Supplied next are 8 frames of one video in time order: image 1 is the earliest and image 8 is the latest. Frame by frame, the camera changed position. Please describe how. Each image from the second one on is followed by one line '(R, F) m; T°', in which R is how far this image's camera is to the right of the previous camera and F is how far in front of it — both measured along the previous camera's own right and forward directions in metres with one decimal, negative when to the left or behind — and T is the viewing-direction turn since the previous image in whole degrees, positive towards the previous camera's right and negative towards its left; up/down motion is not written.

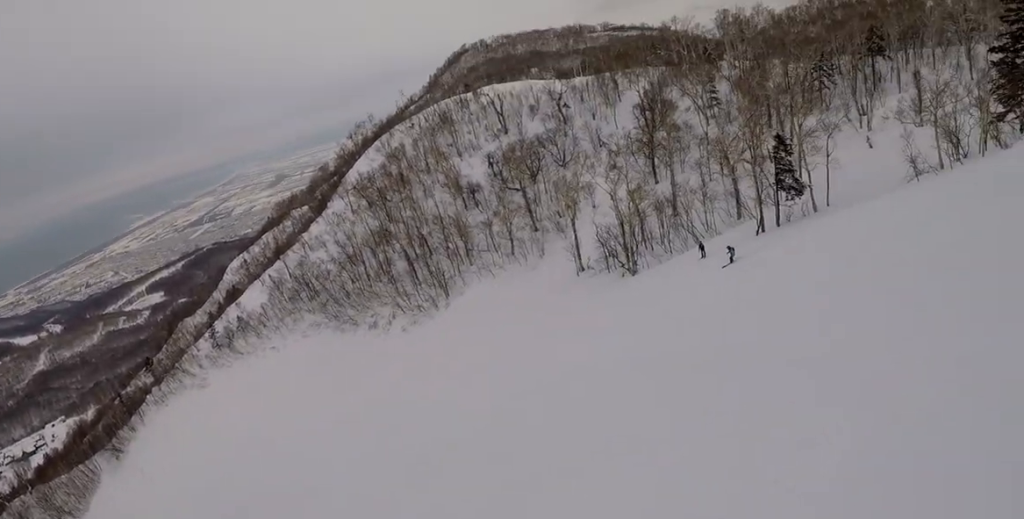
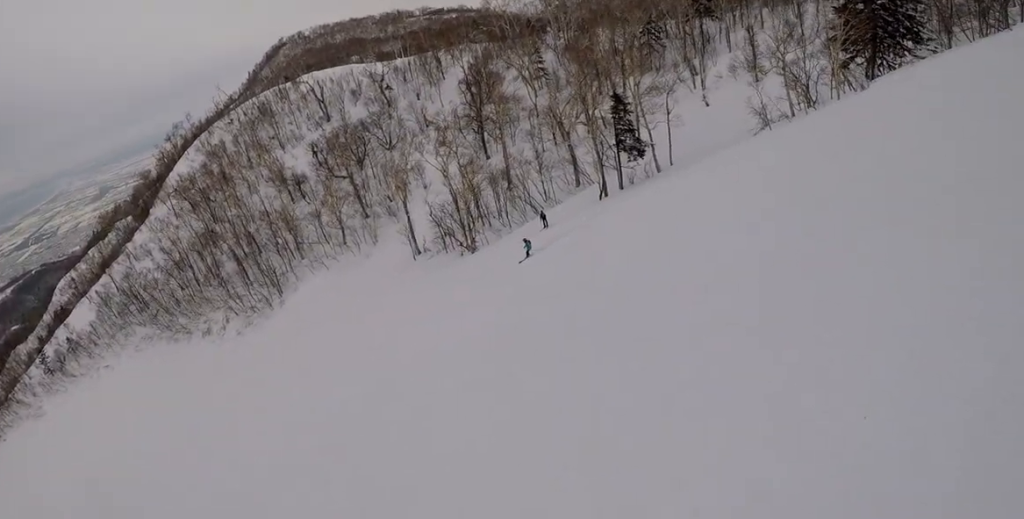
(+0.7, +3.3) m; +22°
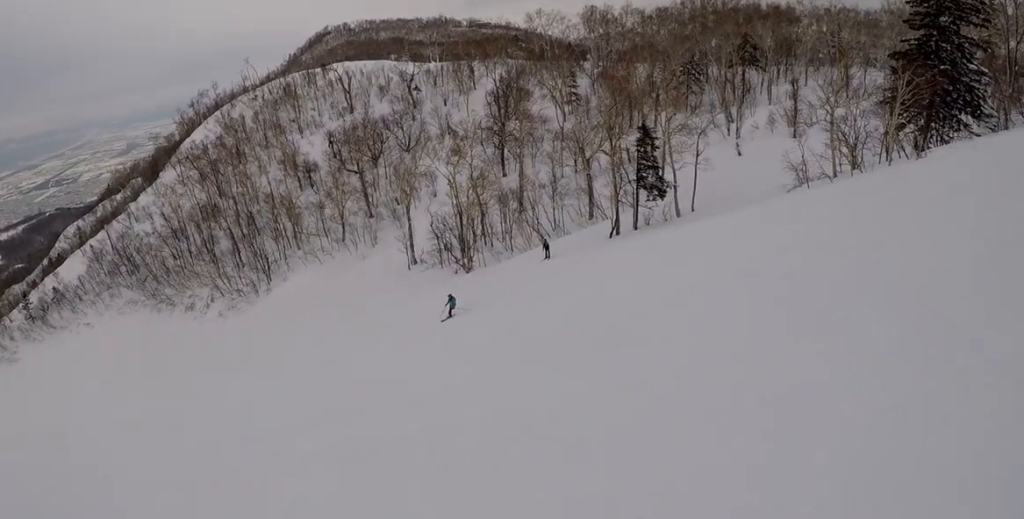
(+1.2, +4.4) m; +28°
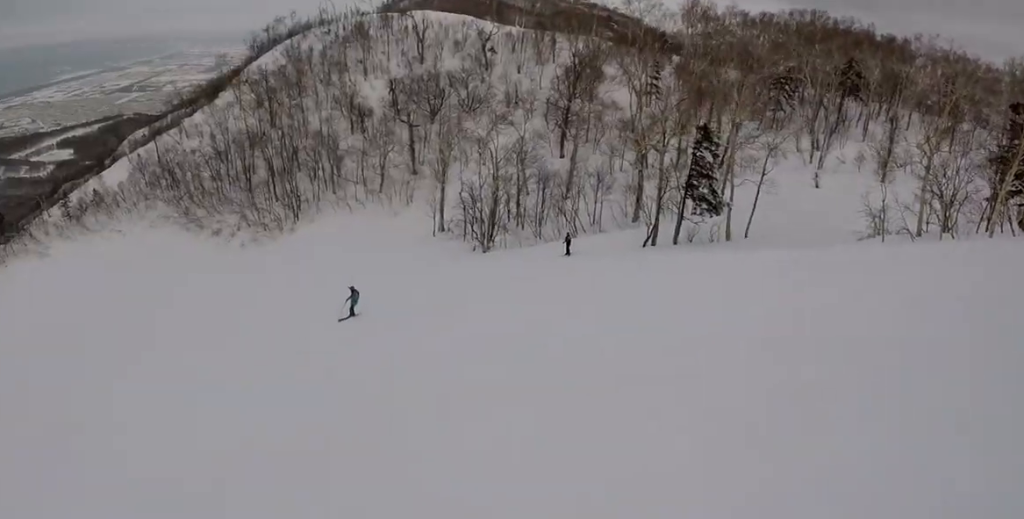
(+2.4, +7.6) m; +12°
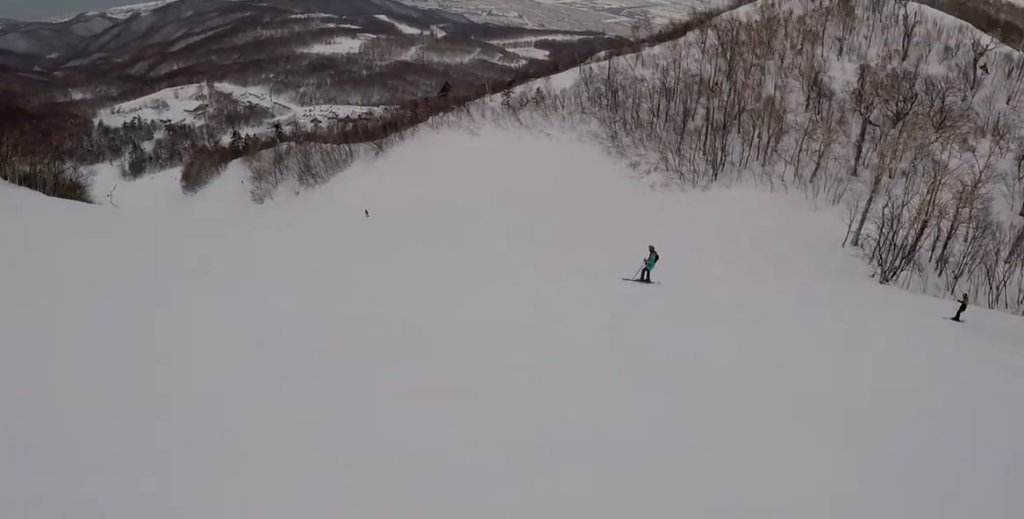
(-2.0, +6.3) m; -42°
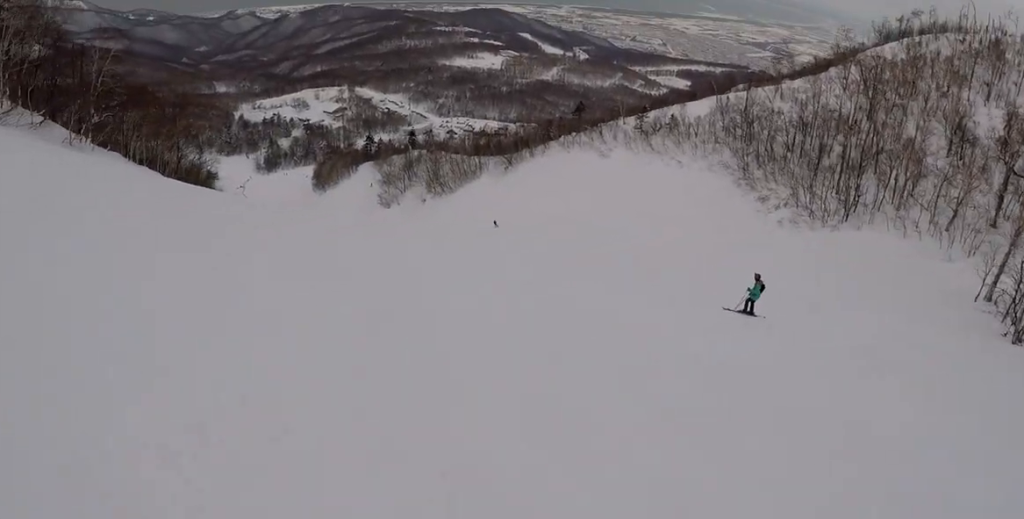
(-0.4, +2.1) m; -18°
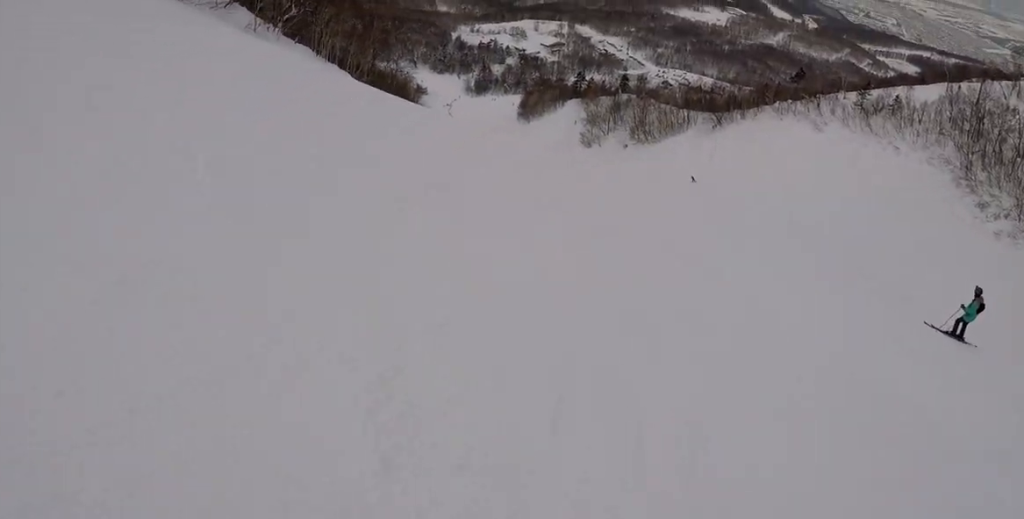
(-0.9, +3.4) m; -32°
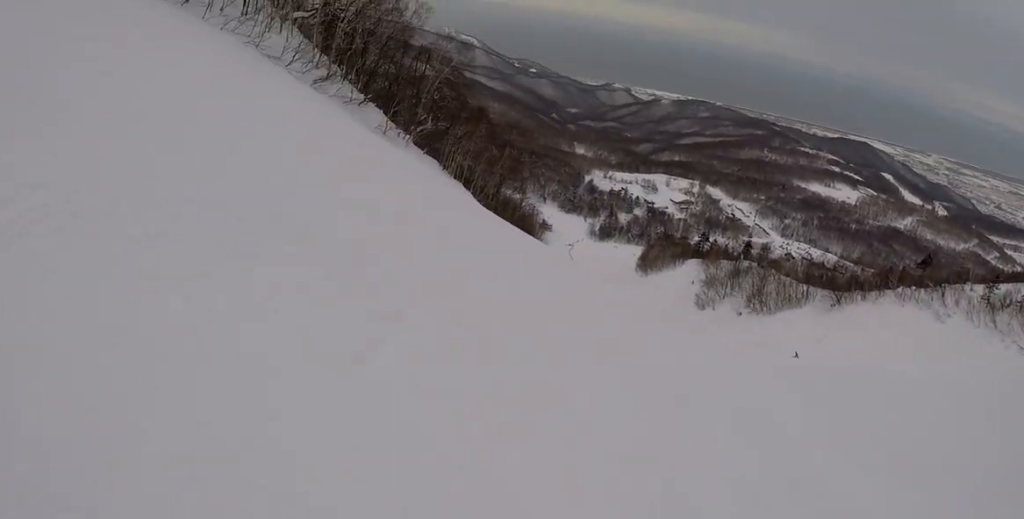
(-0.4, +2.3) m; -19°
